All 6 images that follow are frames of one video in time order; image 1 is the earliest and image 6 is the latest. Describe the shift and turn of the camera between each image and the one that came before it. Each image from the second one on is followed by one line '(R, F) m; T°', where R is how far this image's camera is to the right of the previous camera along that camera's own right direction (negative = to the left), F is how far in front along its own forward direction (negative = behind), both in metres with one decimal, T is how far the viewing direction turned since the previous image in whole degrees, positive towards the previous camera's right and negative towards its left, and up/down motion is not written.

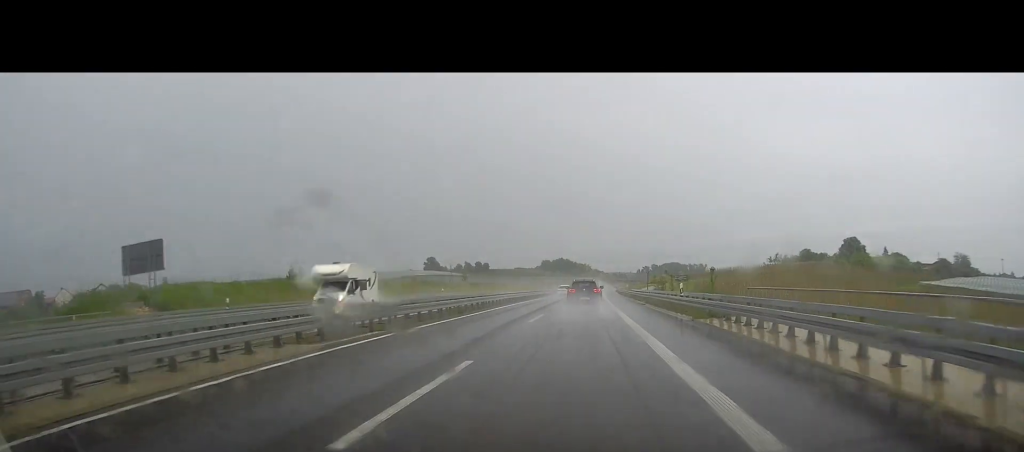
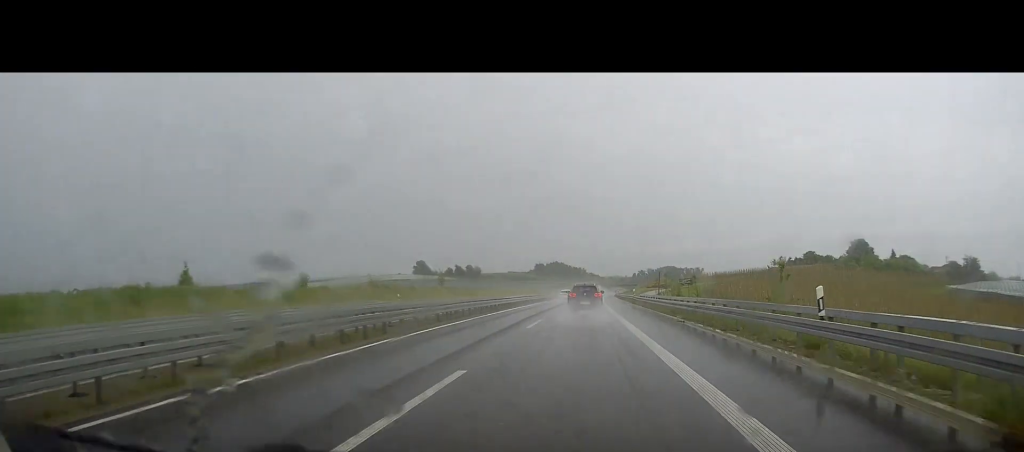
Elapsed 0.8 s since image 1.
(0.0, +18.6) m; 0°
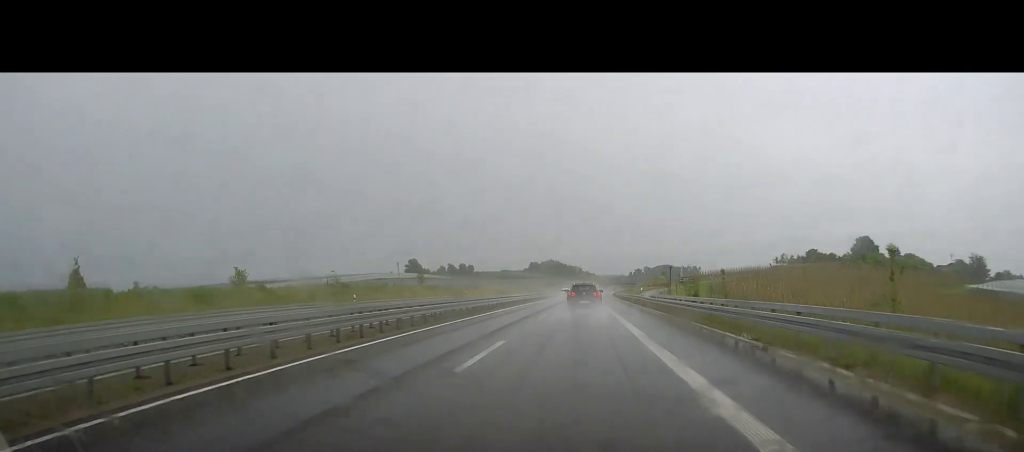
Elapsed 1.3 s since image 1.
(0.0, +12.1) m; 0°
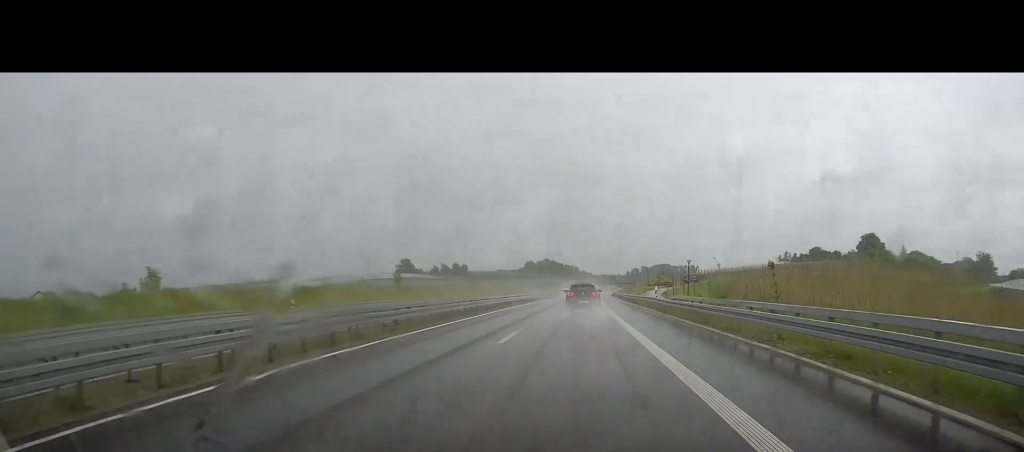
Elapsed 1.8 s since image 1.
(-0.1, +12.1) m; +1°
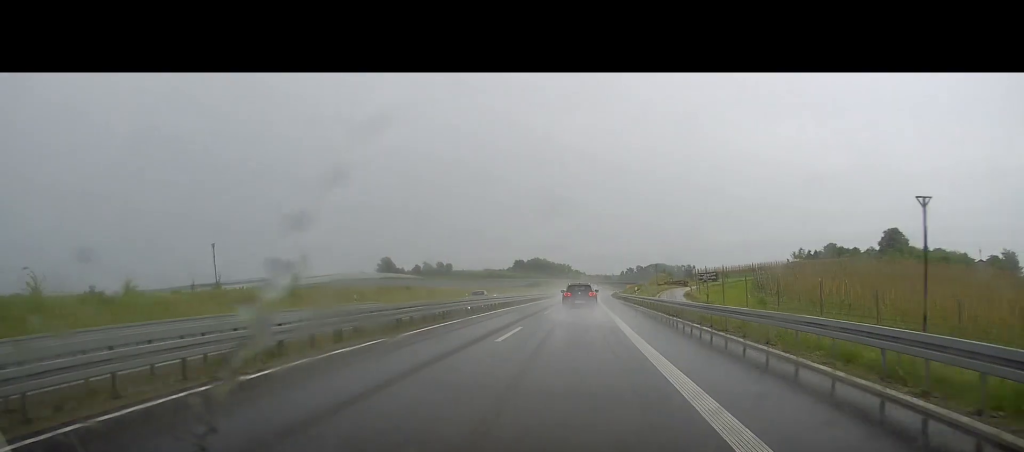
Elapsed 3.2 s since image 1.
(+0.7, +34.9) m; +1°
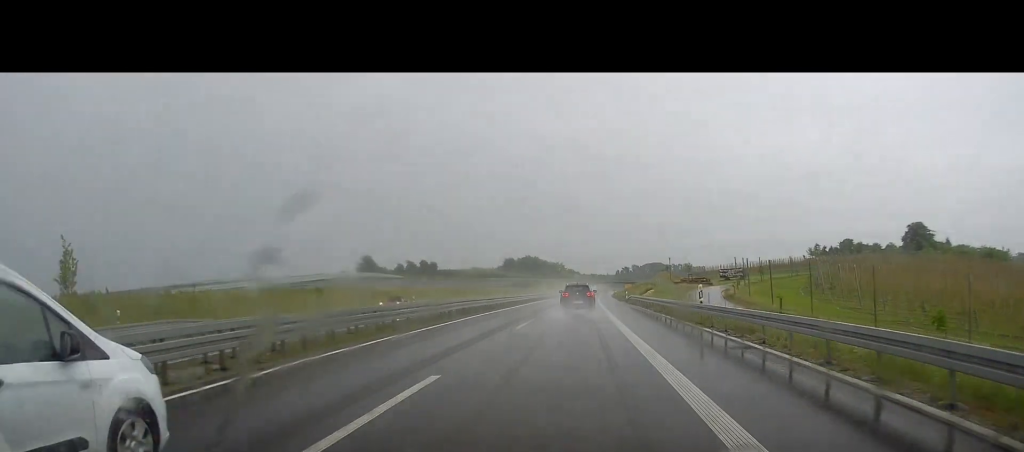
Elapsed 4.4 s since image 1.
(-0.1, +30.2) m; 0°
